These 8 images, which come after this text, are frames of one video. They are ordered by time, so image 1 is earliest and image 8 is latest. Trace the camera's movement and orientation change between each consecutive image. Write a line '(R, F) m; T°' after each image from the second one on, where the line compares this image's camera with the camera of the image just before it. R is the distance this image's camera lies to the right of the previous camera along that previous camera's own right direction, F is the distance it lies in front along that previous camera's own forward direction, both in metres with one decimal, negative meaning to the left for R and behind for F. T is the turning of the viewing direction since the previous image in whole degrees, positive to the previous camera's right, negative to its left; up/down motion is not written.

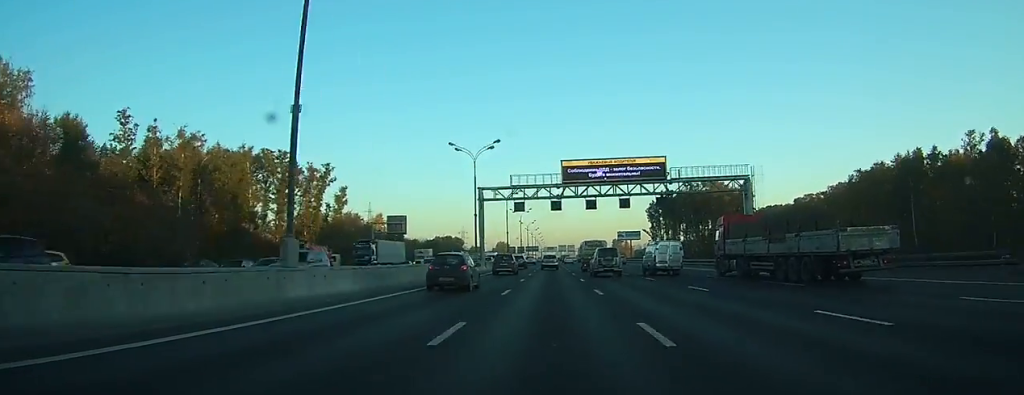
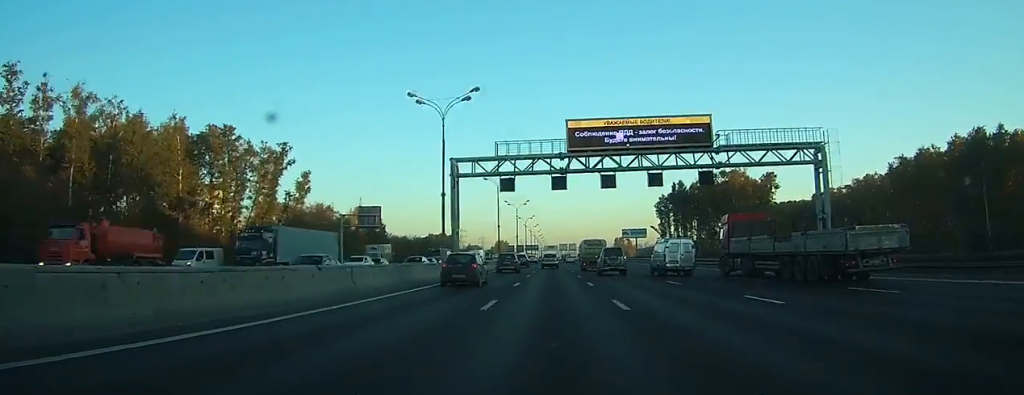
(0.0, +17.3) m; 0°
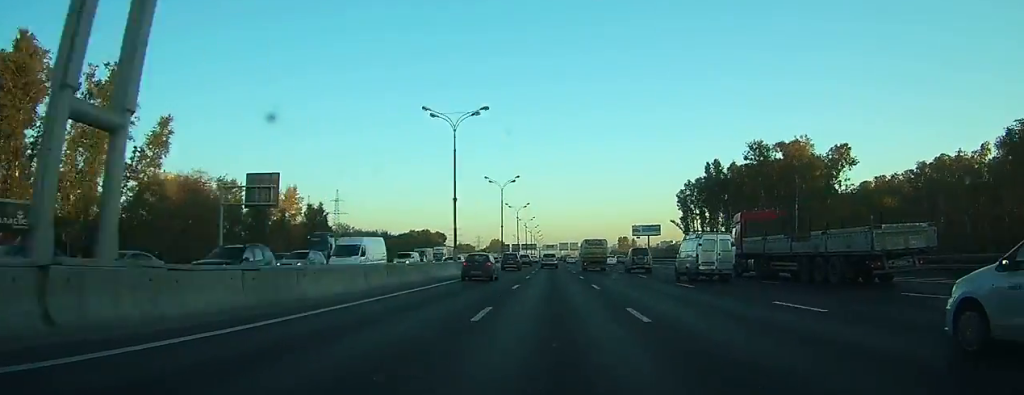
(+0.1, +37.3) m; 0°
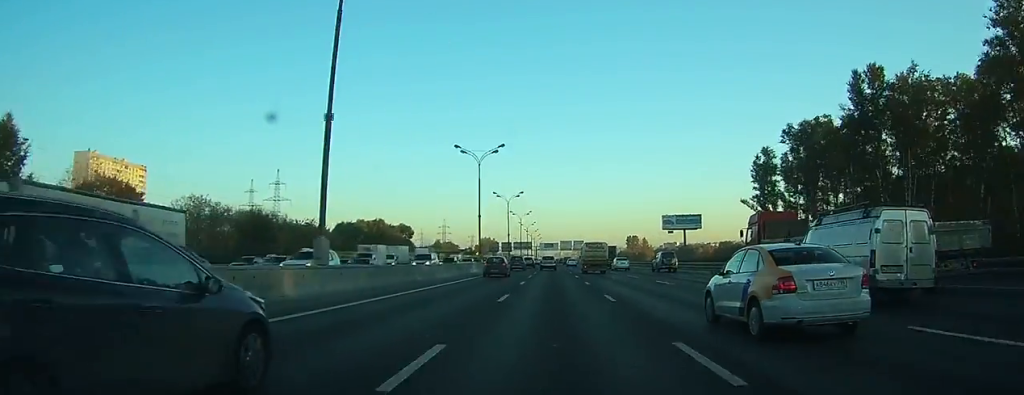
(-0.1, +73.2) m; 0°
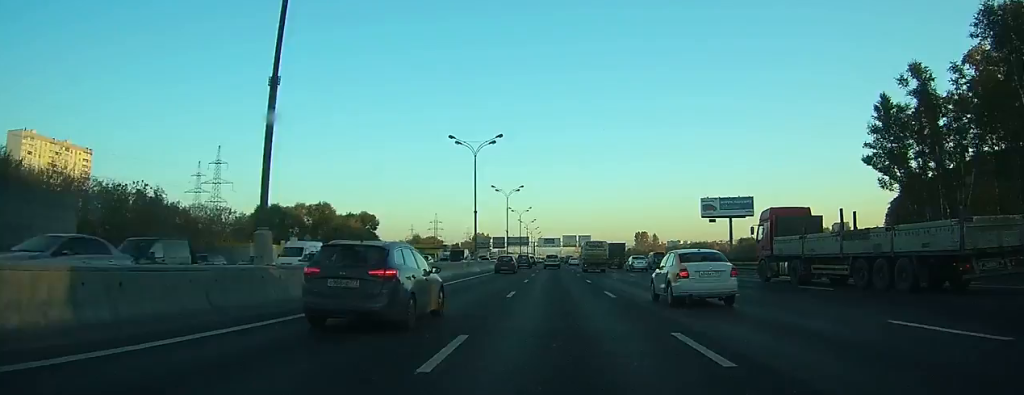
(0.0, +53.2) m; 0°
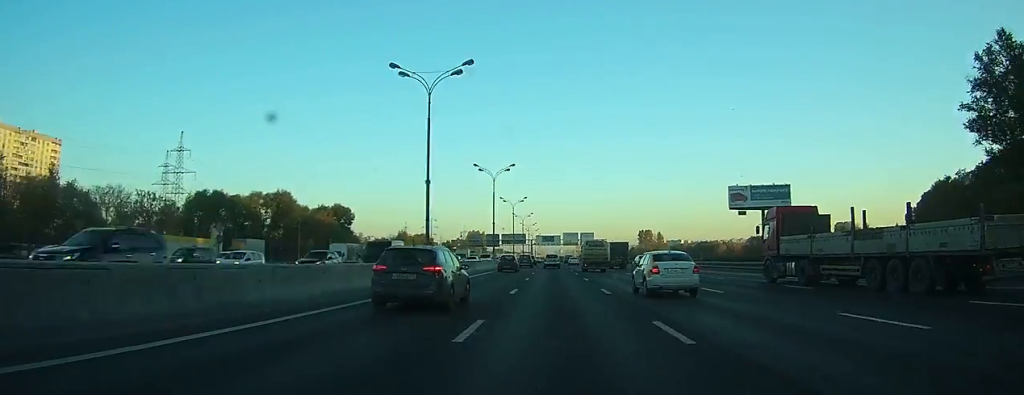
(-0.1, +24.2) m; 0°
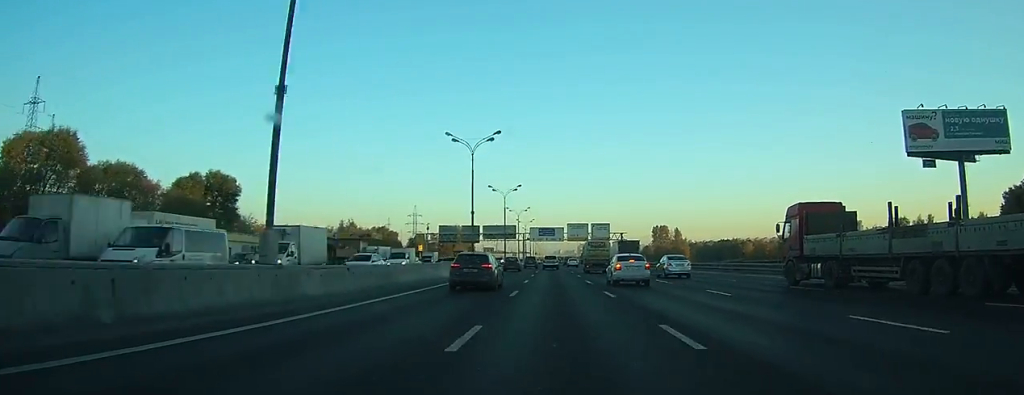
(0.0, +63.2) m; 0°
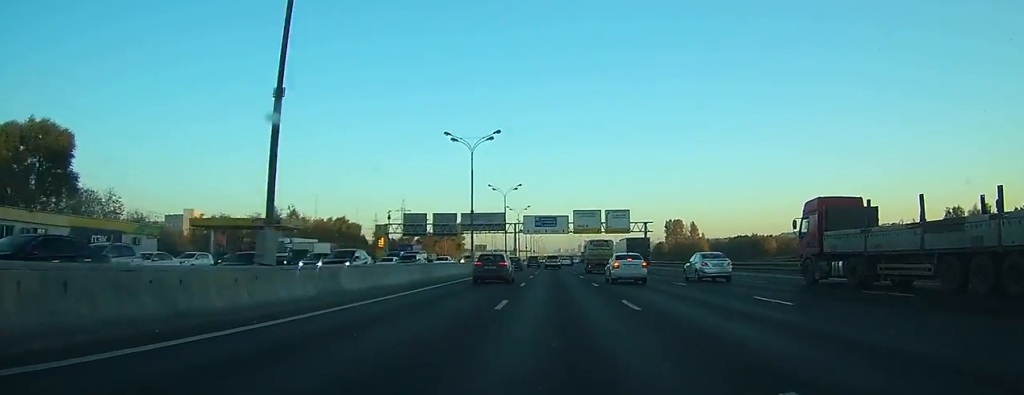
(0.0, +39.2) m; 0°
